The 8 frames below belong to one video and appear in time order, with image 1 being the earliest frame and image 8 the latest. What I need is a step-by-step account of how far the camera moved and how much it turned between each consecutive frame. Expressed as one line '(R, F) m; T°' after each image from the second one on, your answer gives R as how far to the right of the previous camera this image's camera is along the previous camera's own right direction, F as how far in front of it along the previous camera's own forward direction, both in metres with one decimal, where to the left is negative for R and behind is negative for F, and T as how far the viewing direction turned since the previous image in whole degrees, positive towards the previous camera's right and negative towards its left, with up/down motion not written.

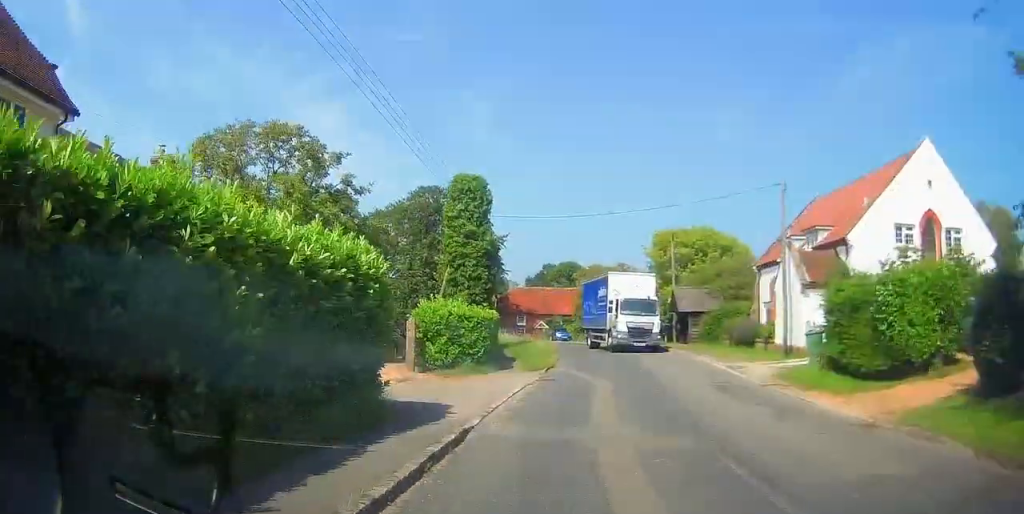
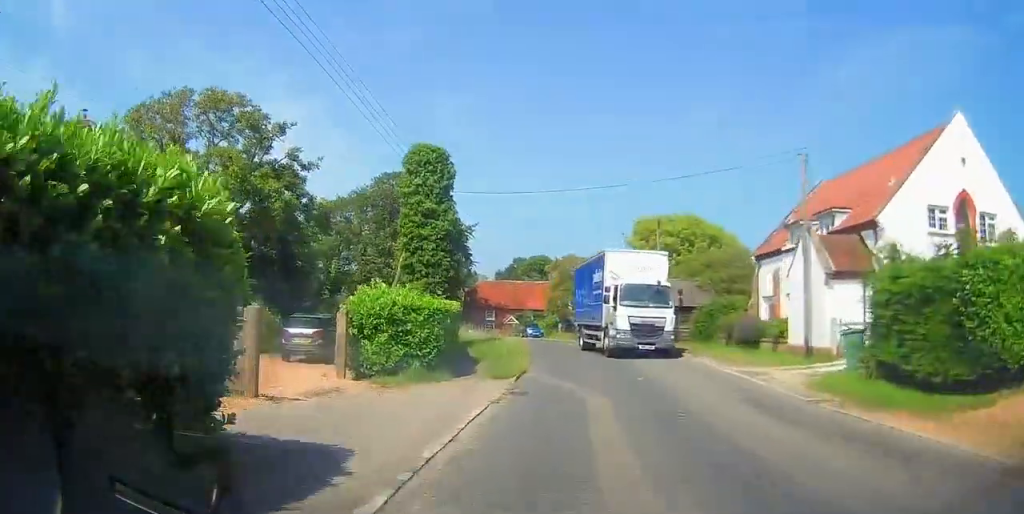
(+0.1, +4.7) m; +2°
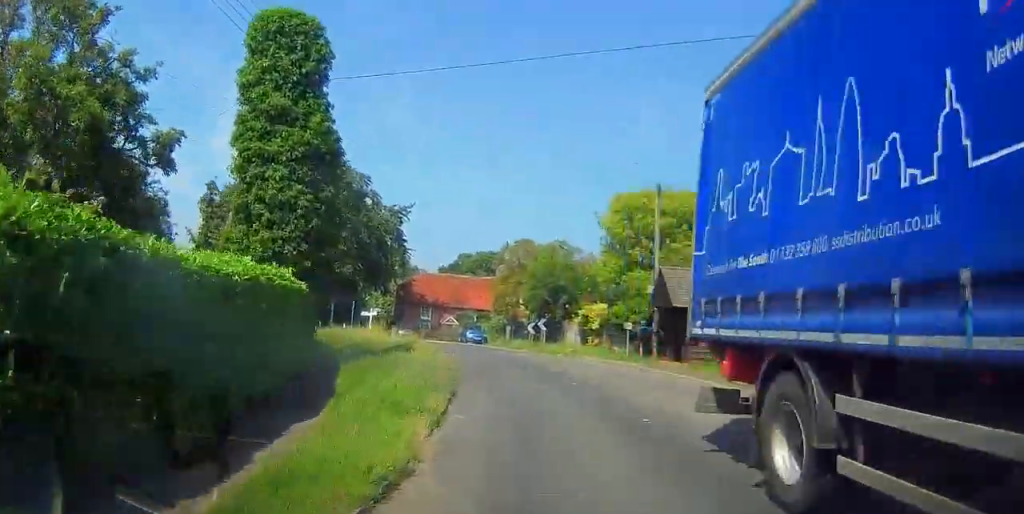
(+0.4, +12.6) m; +2°
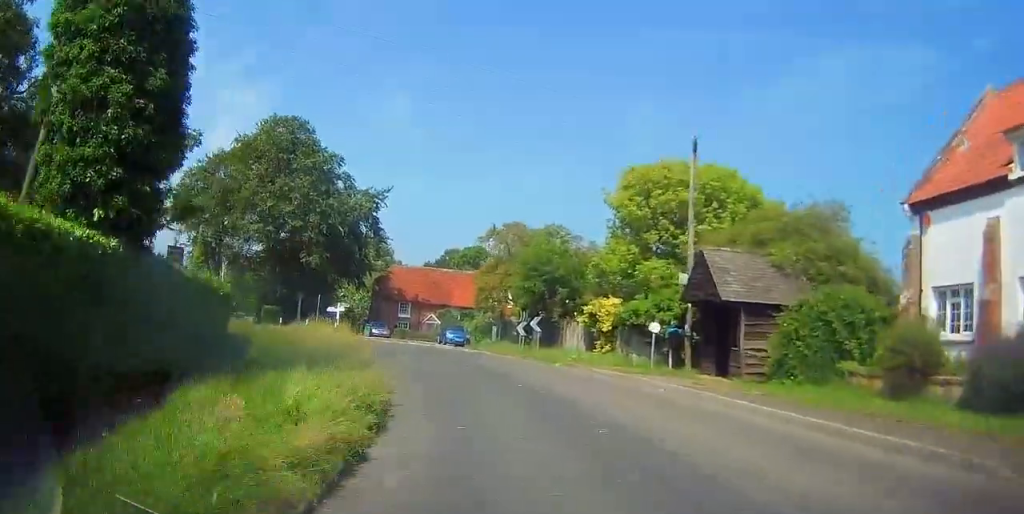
(+0.1, +6.8) m; -2°
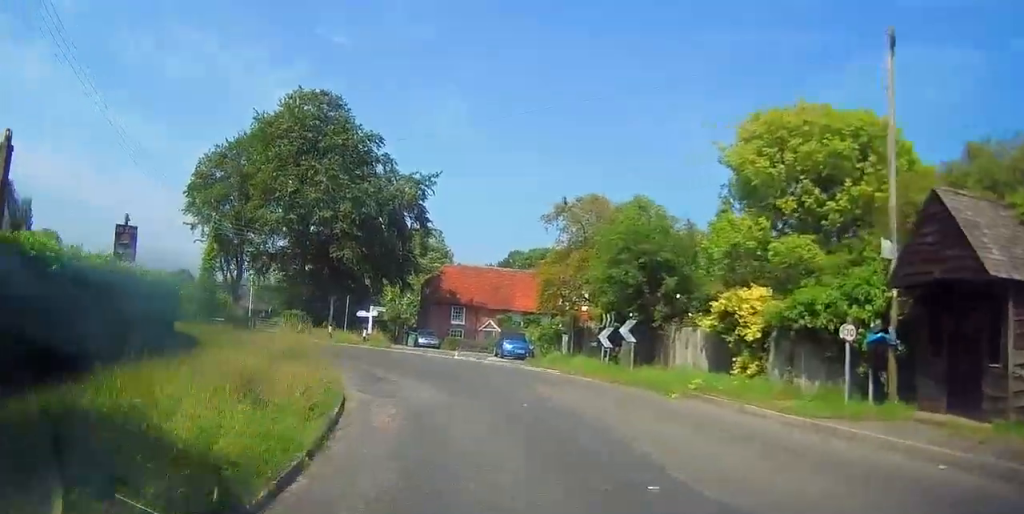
(-0.4, +8.9) m; -7°
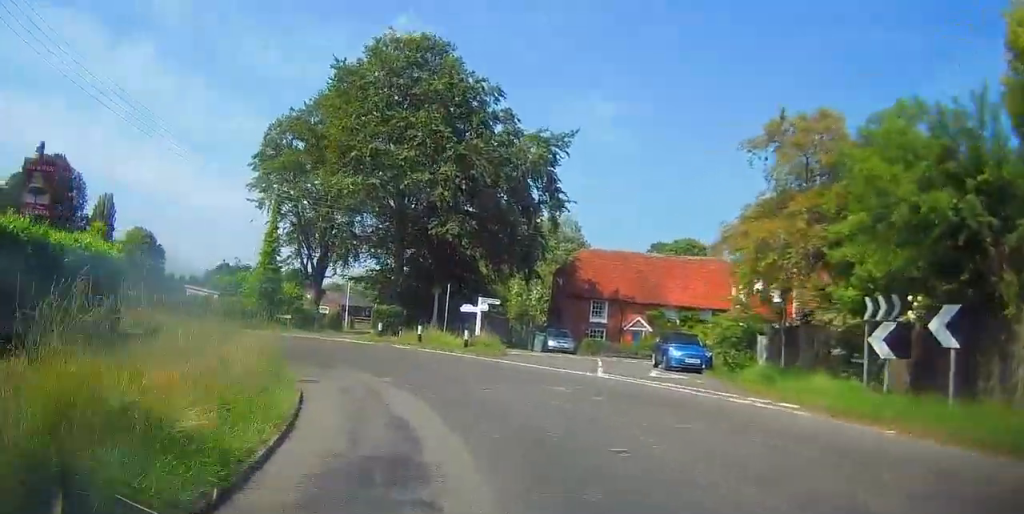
(-1.0, +10.0) m; -13°
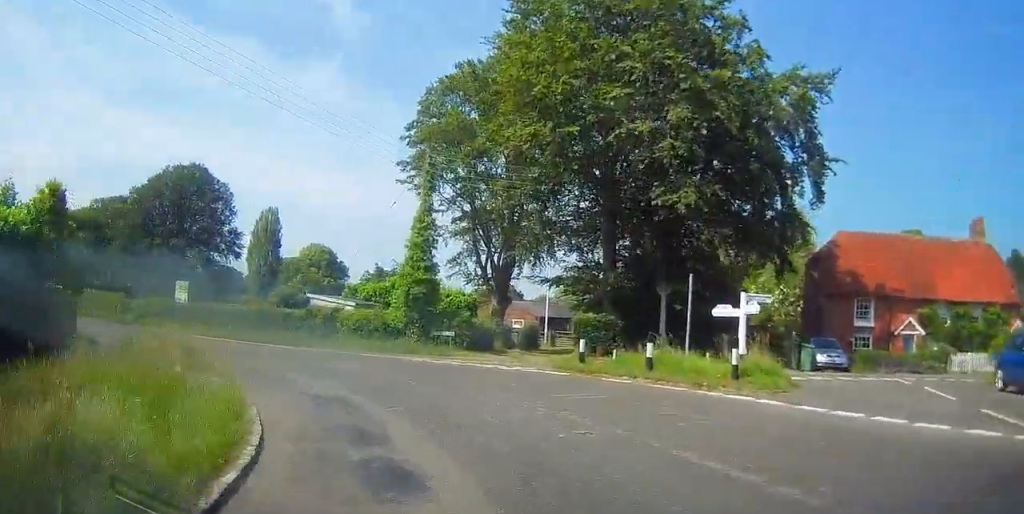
(-1.9, +10.4) m; -21°
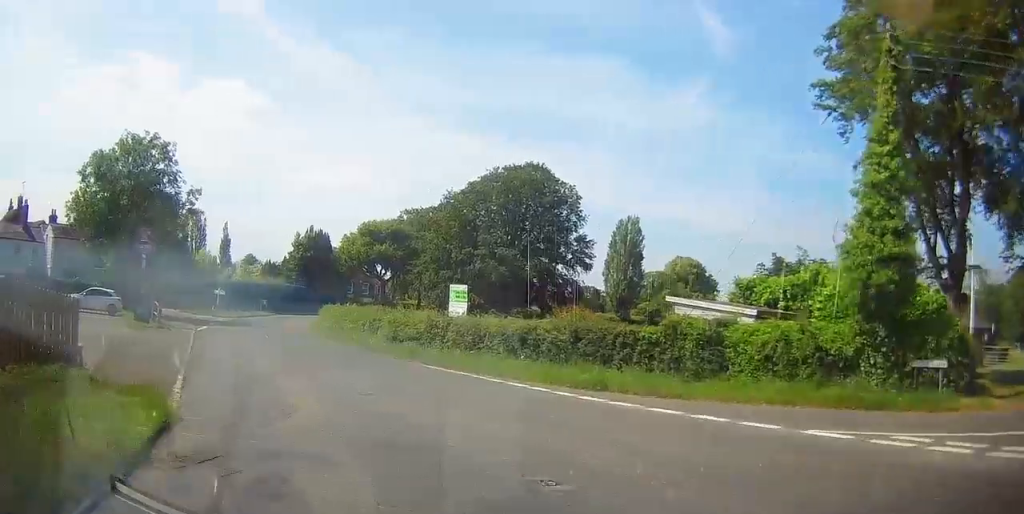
(-3.4, +12.9) m; -34°
